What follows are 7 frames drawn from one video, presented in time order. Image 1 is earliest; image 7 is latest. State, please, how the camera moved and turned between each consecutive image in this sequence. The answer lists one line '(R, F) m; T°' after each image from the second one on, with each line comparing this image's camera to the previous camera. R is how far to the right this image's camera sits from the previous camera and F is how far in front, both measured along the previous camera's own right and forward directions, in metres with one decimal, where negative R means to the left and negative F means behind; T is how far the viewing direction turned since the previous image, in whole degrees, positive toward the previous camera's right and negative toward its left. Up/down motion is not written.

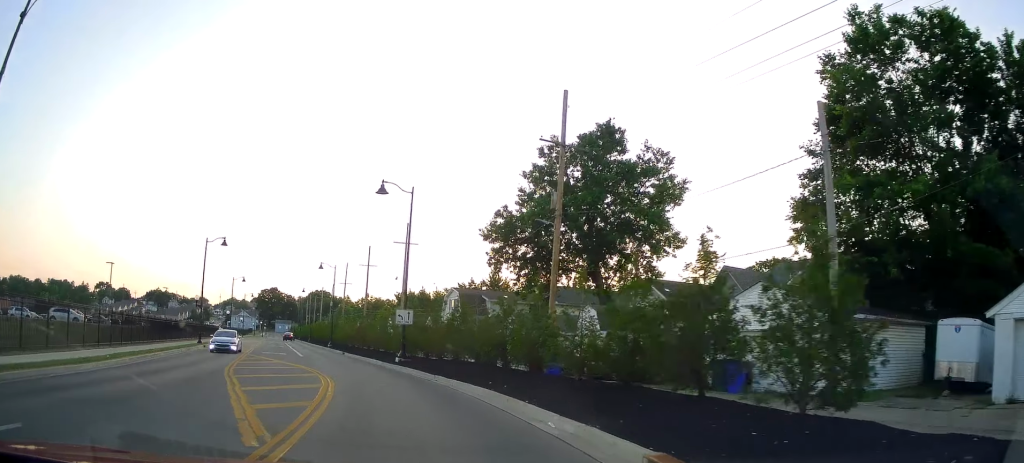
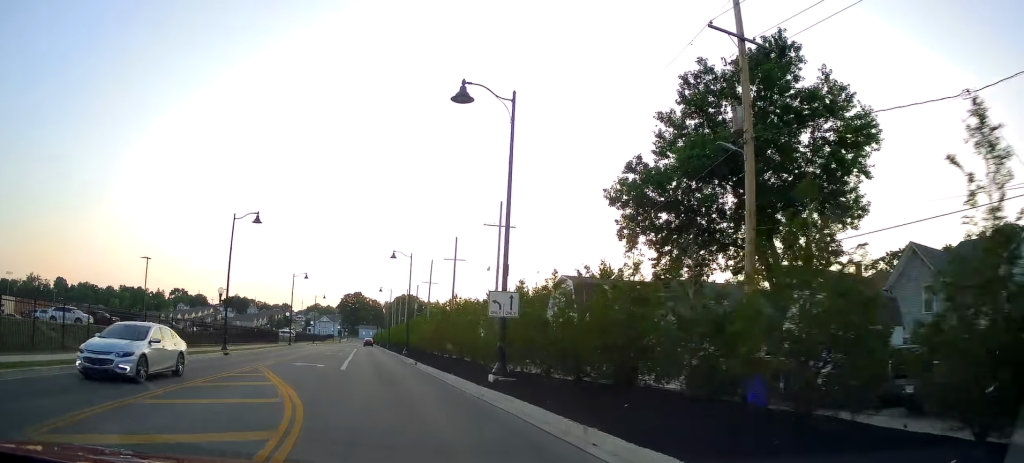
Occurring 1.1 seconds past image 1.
(-1.1, +12.9) m; -8°
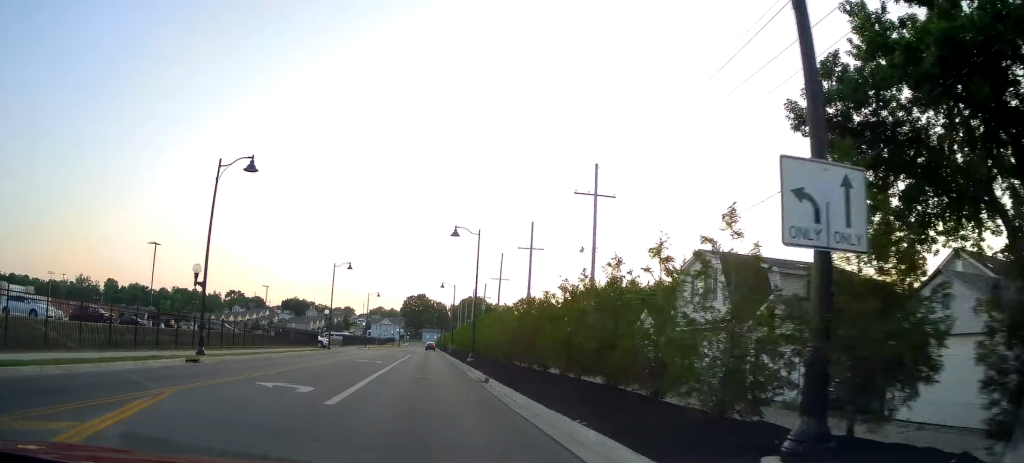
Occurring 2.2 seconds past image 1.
(-0.8, +13.7) m; -6°
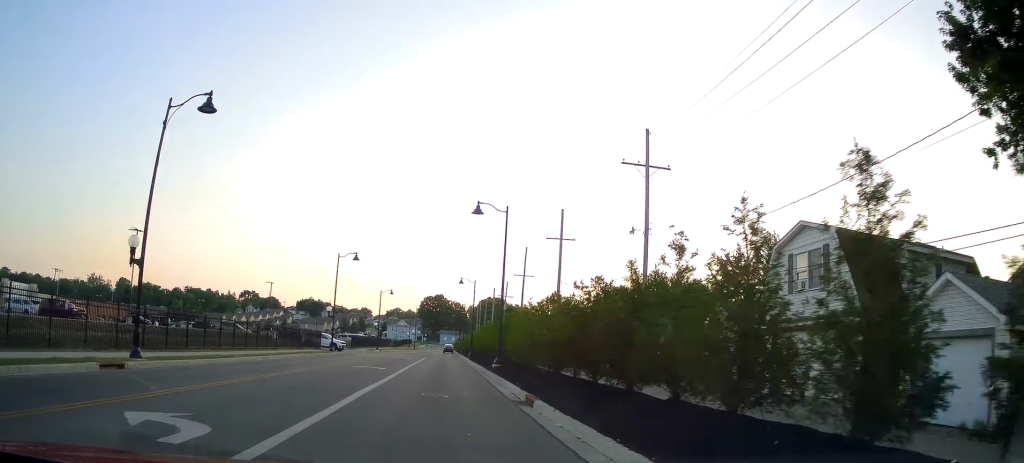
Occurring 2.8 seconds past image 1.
(-0.2, +7.9) m; -3°
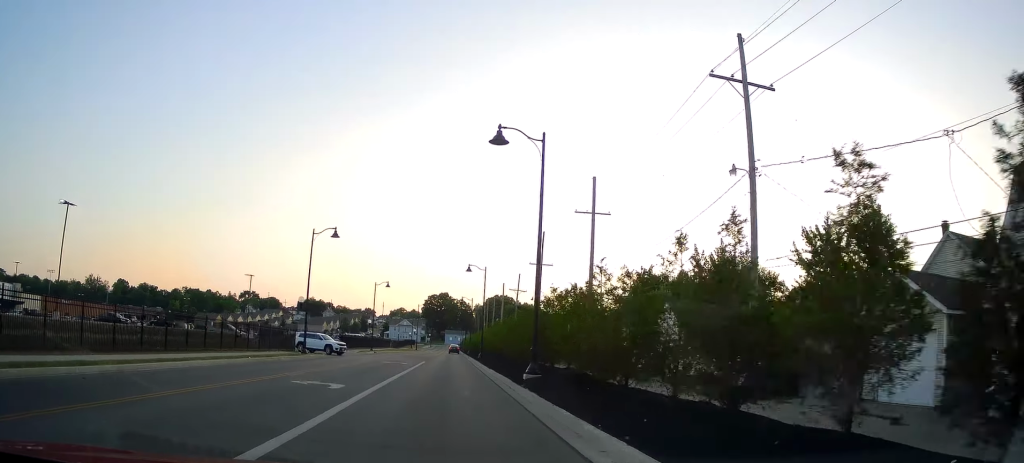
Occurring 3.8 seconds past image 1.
(-0.5, +12.8) m; -2°
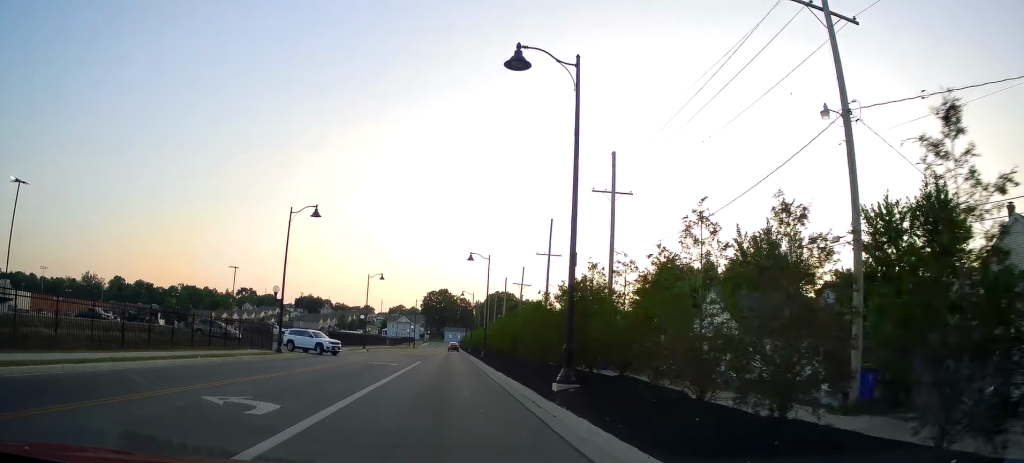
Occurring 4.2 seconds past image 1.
(-0.1, +6.6) m; 0°
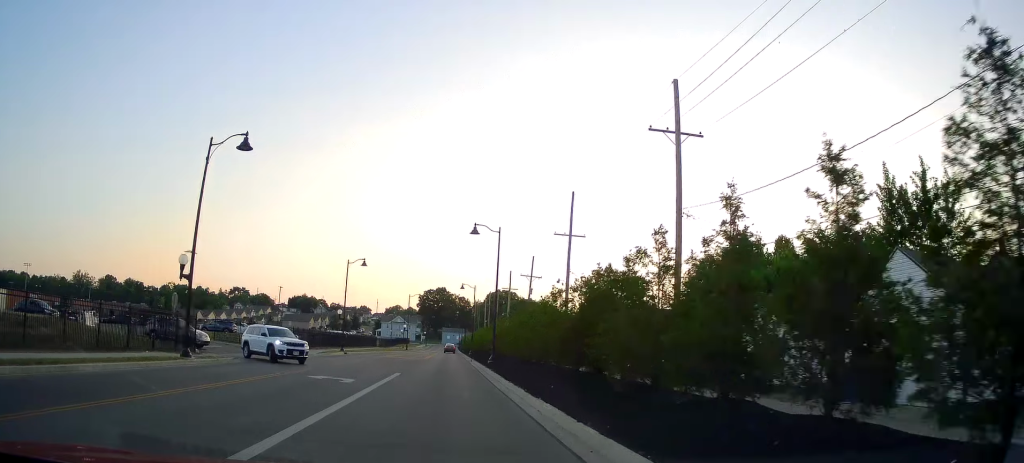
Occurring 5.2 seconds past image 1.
(+0.1, +13.8) m; +2°
